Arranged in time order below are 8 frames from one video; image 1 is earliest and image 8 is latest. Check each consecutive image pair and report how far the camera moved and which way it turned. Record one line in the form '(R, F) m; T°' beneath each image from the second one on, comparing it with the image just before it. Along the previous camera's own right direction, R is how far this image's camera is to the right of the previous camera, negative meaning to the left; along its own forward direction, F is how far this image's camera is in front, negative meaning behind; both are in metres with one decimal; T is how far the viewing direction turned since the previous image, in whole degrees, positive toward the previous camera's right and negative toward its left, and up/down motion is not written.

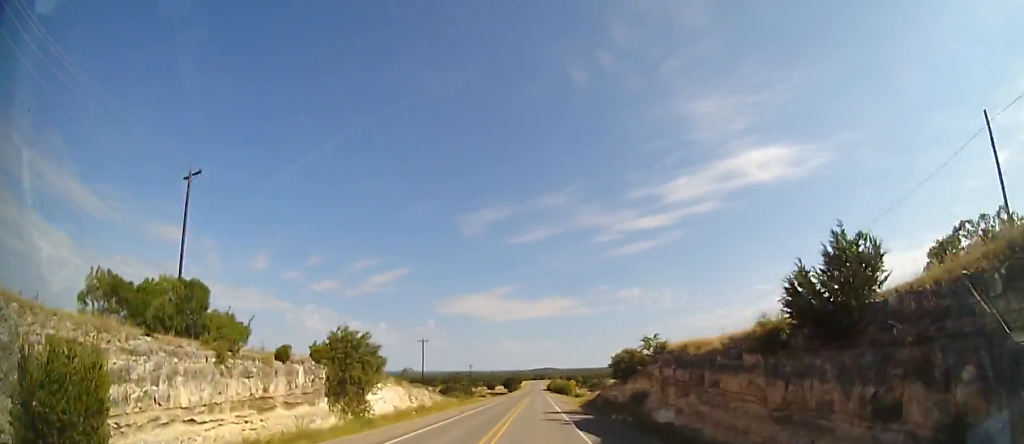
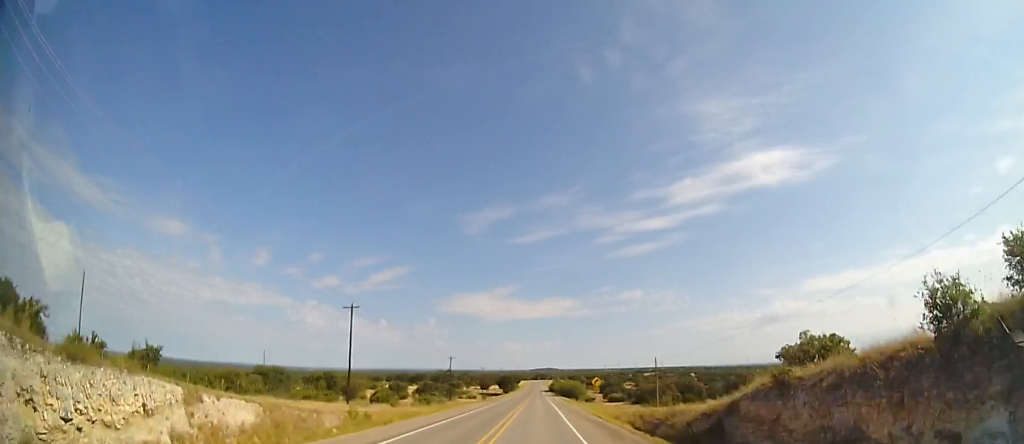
(0.0, +32.6) m; 0°
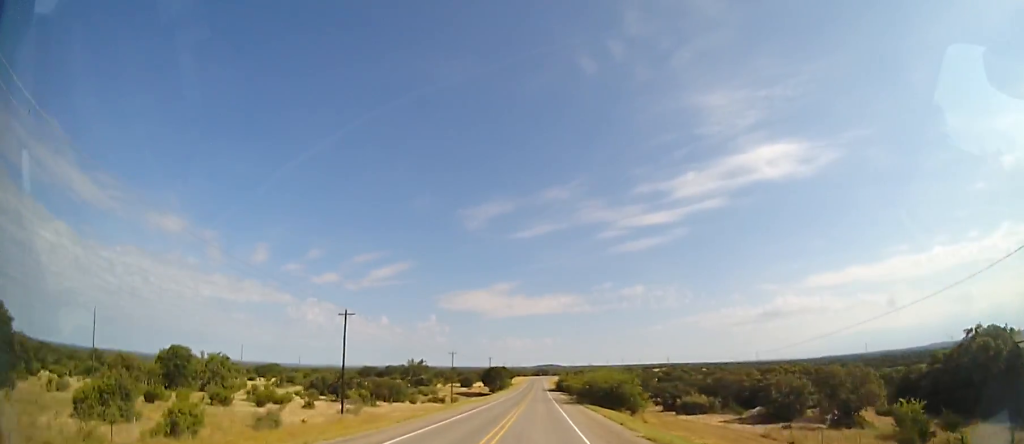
(+0.5, +59.6) m; +1°
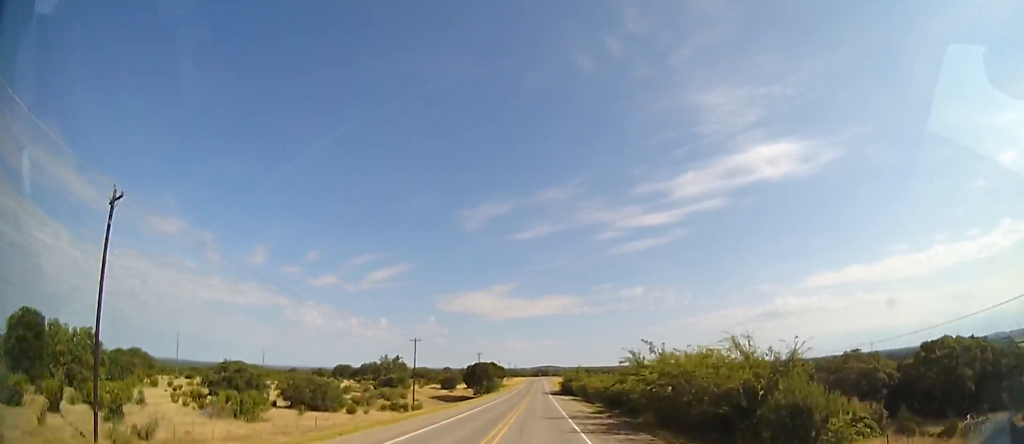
(0.0, +31.5) m; 0°
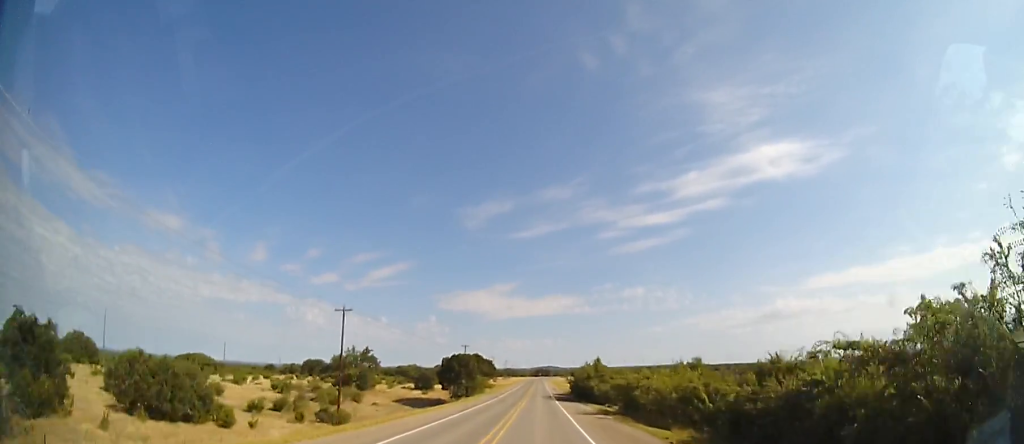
(-0.2, +28.1) m; 0°
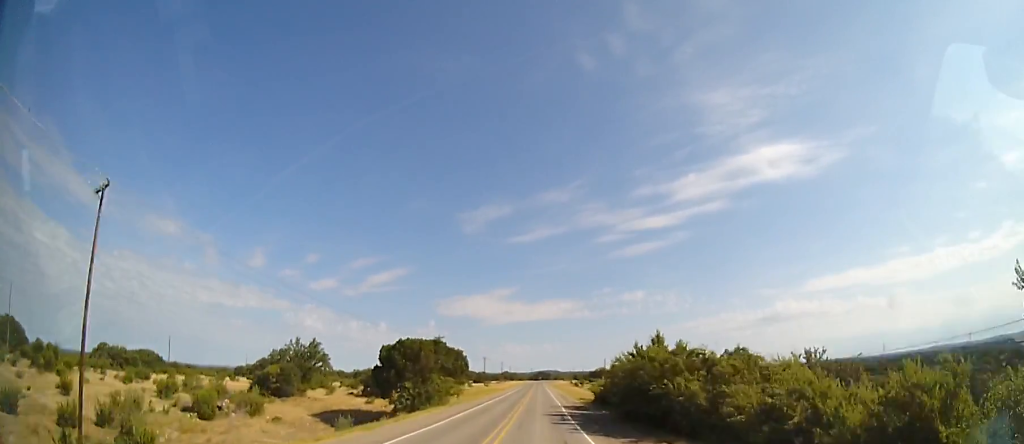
(0.0, +31.6) m; 0°
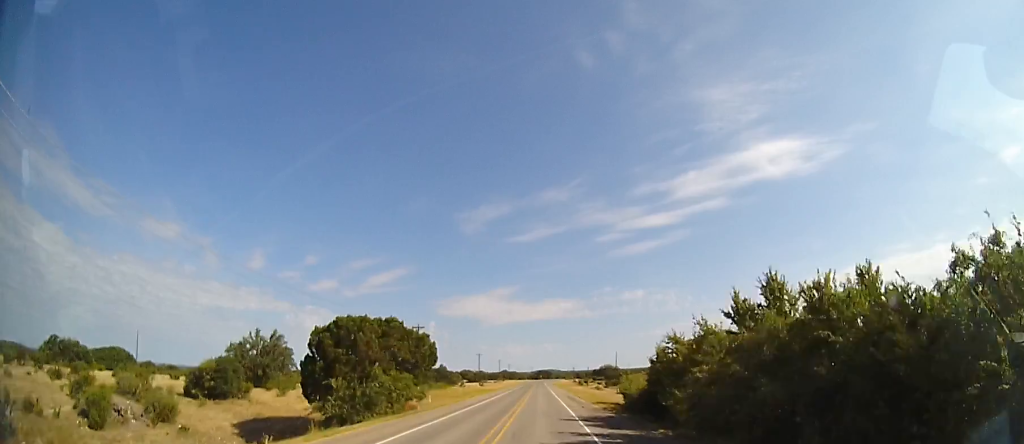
(0.0, +15.8) m; 0°
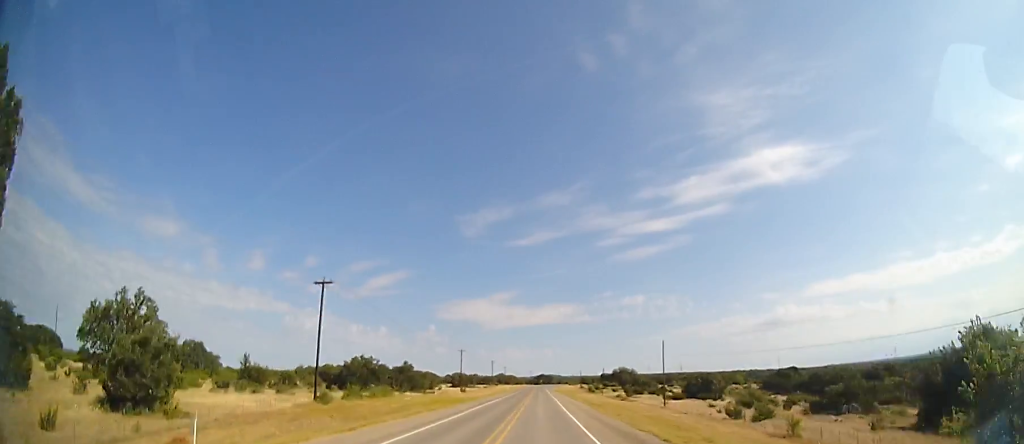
(0.0, +35.0) m; 0°
